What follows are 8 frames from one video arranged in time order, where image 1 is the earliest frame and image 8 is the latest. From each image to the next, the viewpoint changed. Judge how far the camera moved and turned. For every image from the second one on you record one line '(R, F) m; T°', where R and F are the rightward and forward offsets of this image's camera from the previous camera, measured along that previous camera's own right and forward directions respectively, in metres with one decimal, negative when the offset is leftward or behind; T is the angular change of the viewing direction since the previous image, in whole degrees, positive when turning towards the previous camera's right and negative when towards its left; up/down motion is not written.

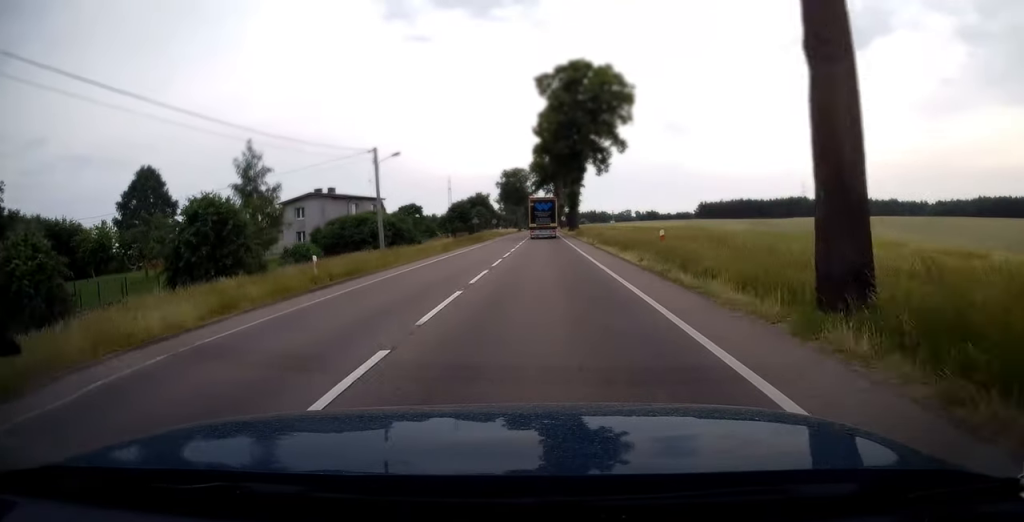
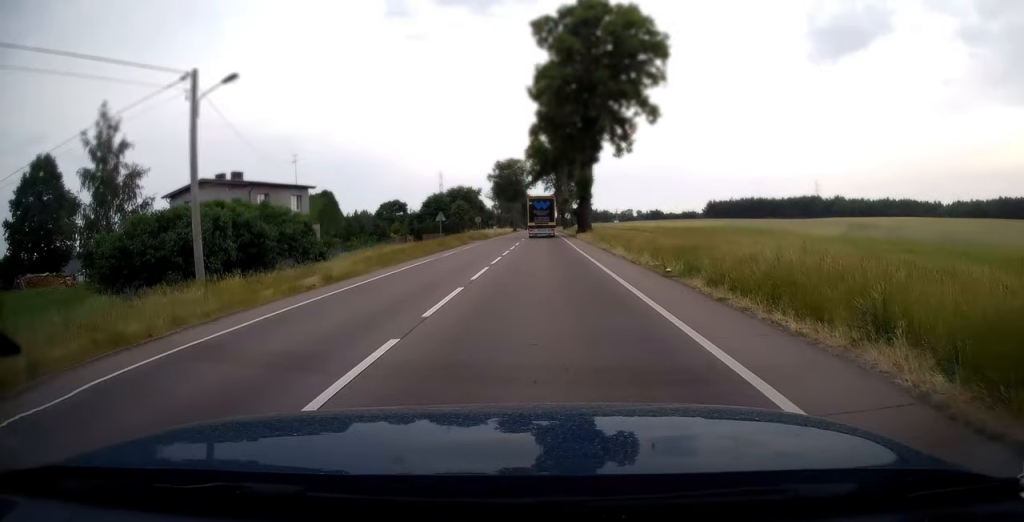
(-0.1, +23.6) m; 0°
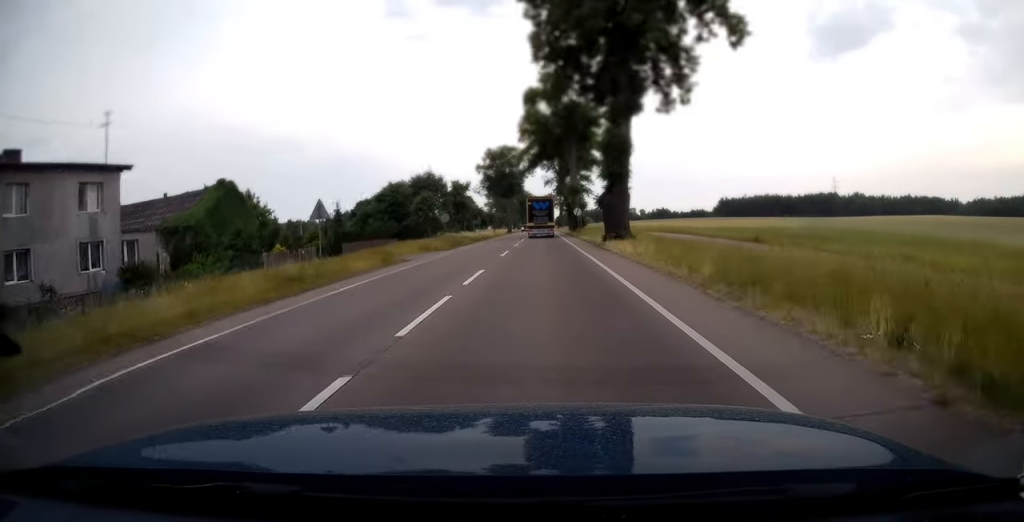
(+0.1, +25.9) m; 0°
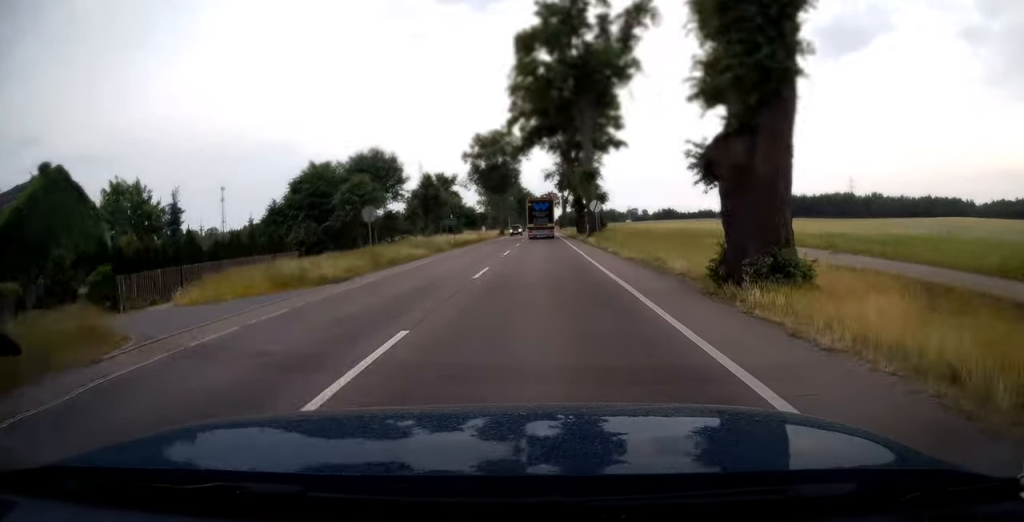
(0.0, +21.9) m; 0°
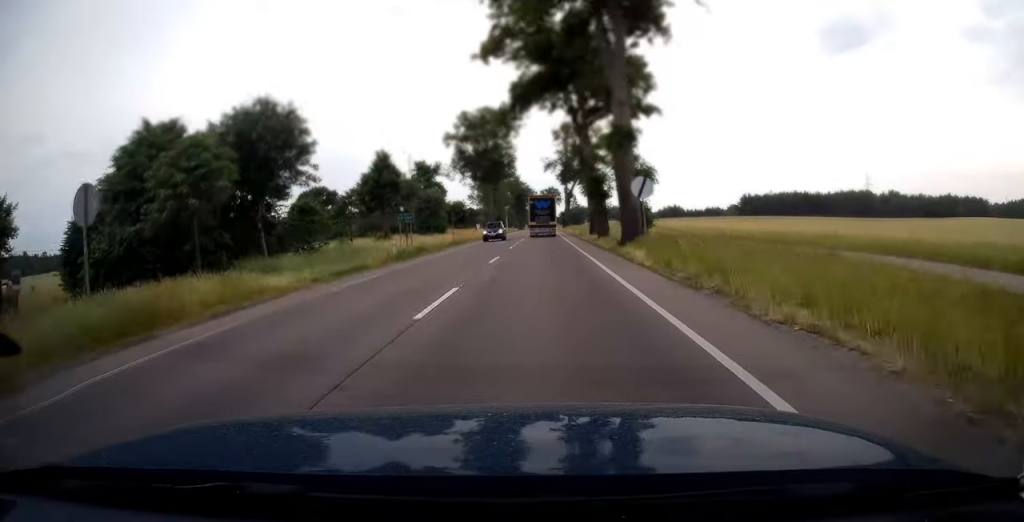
(0.0, +19.4) m; 0°
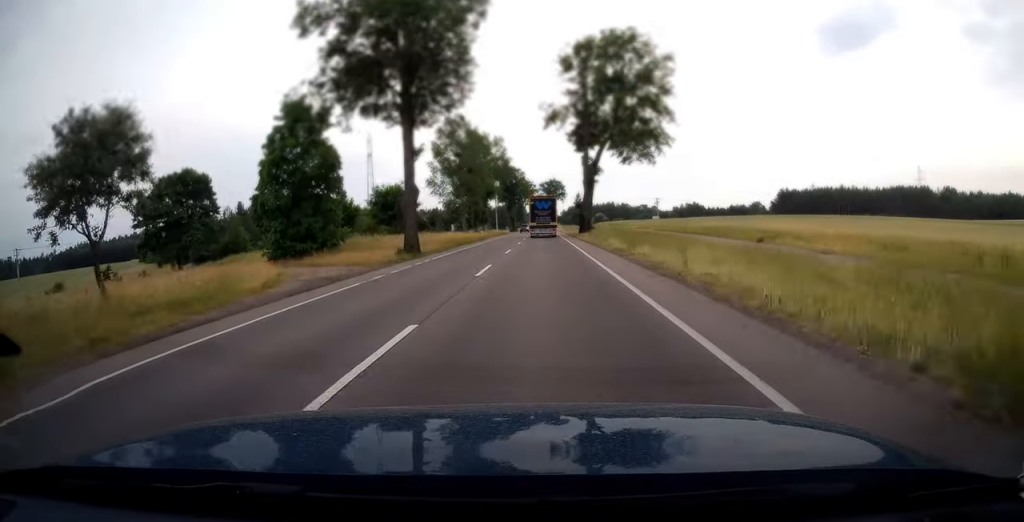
(-0.2, +53.1) m; 0°
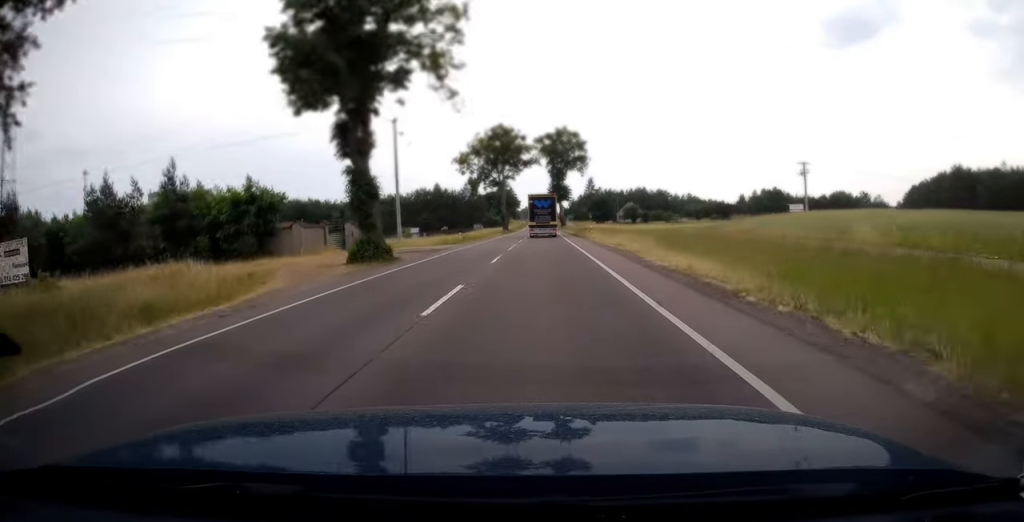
(-0.1, +128.5) m; 0°
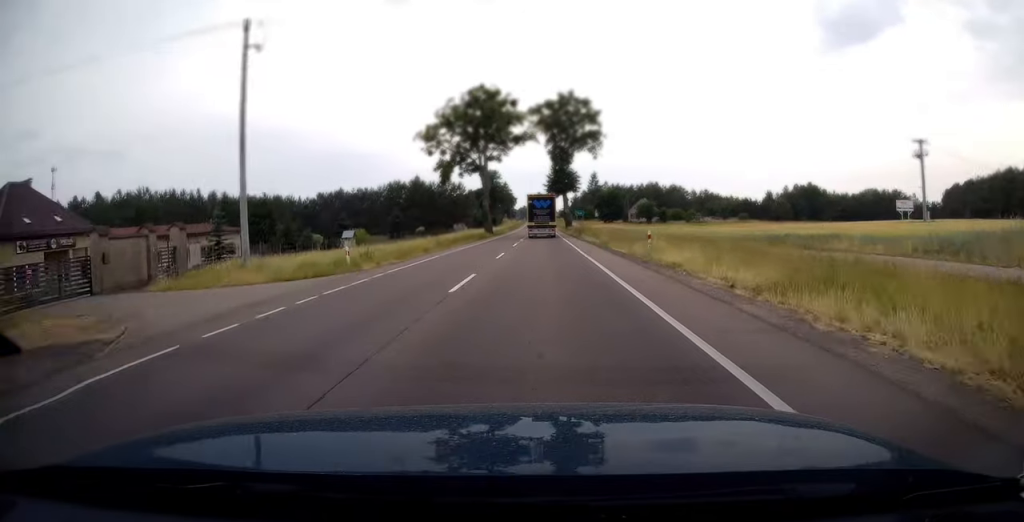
(+0.3, +33.4) m; 0°
